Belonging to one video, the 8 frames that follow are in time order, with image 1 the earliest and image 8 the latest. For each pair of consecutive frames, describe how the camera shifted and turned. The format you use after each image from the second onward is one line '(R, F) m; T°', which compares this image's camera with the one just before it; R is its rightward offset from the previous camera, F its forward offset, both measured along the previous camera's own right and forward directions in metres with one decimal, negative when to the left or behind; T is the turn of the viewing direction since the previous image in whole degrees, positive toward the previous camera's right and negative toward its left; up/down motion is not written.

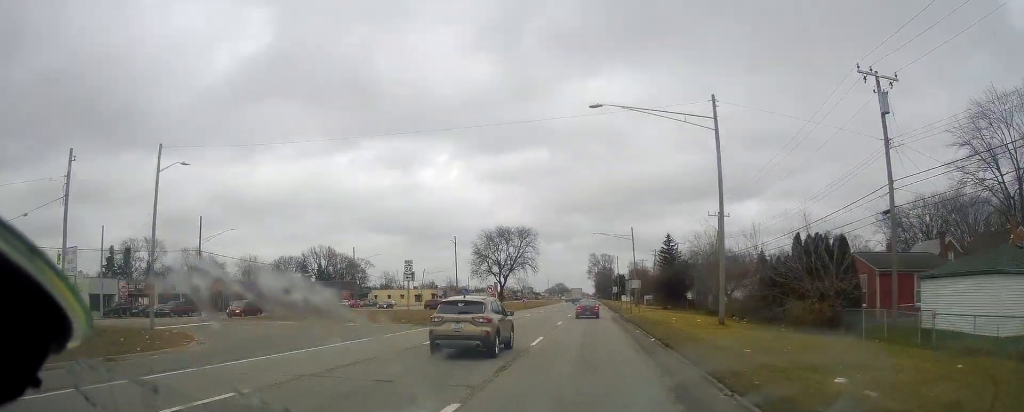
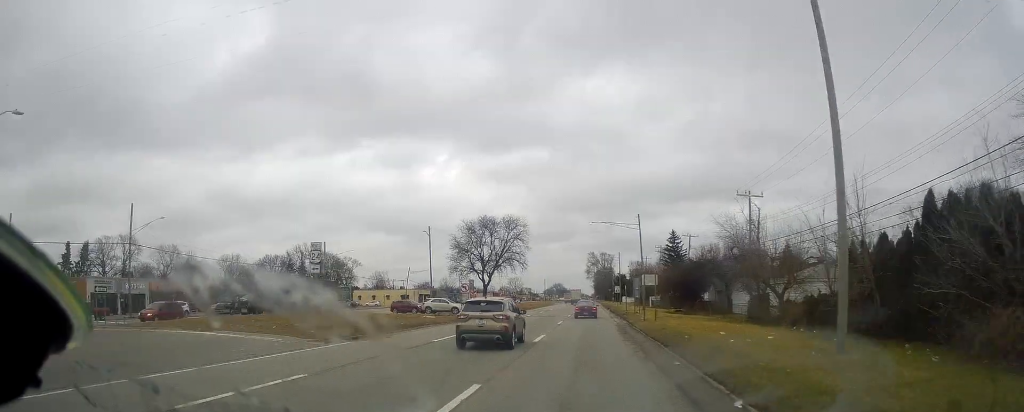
(+0.5, +13.4) m; 0°
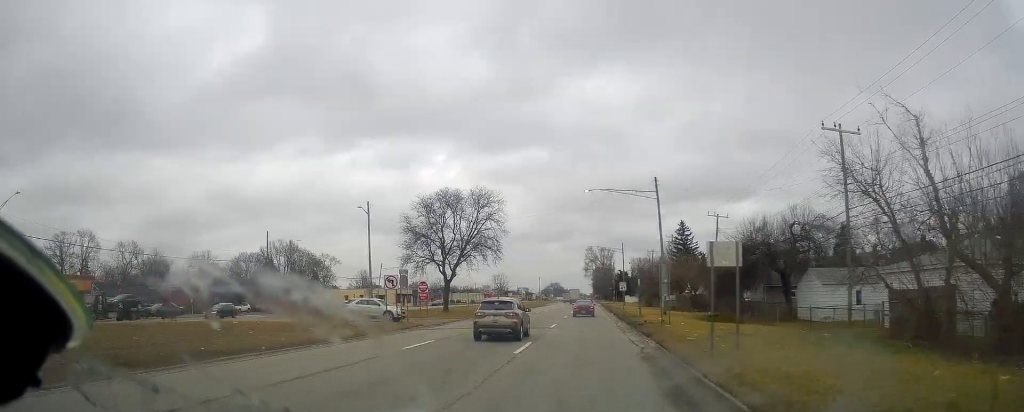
(-0.8, +20.1) m; 0°
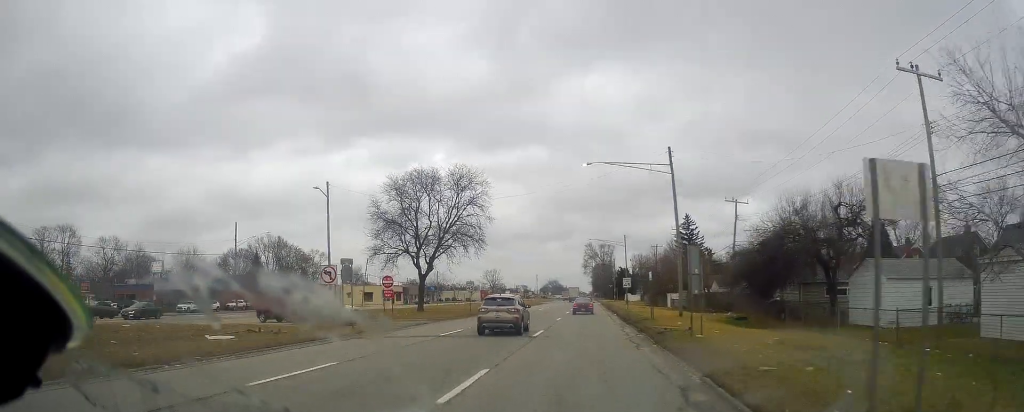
(+0.3, +8.7) m; +1°
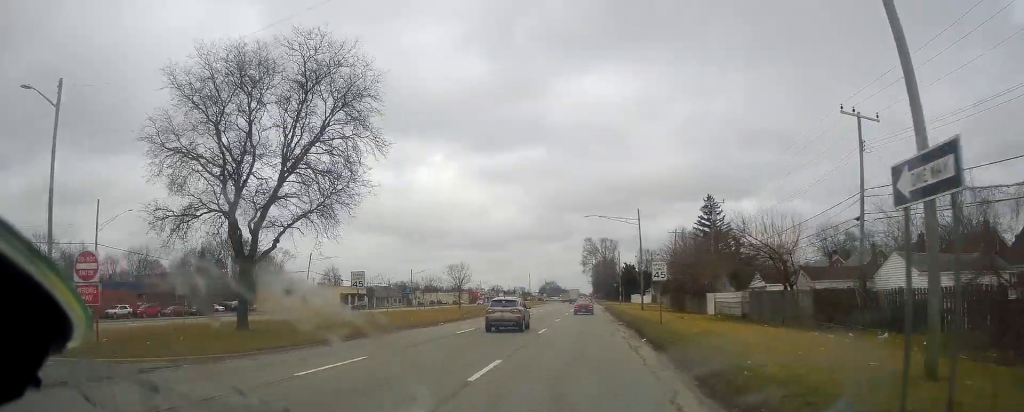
(+0.6, +27.7) m; 0°
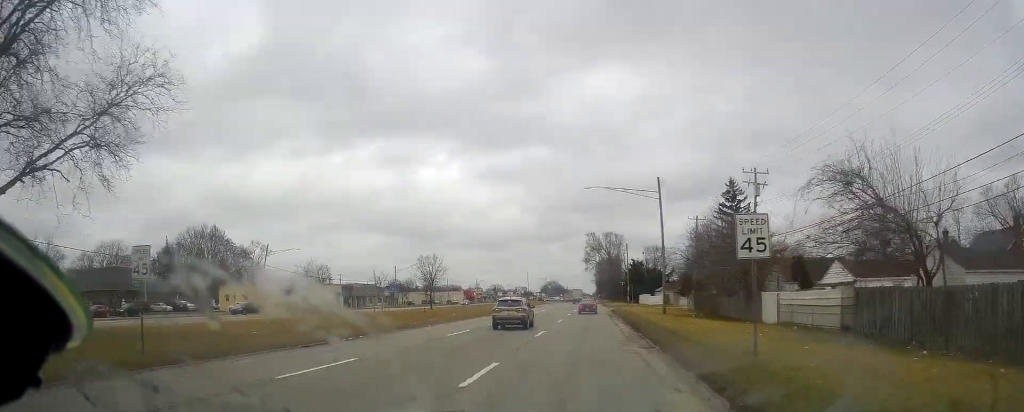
(-0.2, +16.5) m; 0°
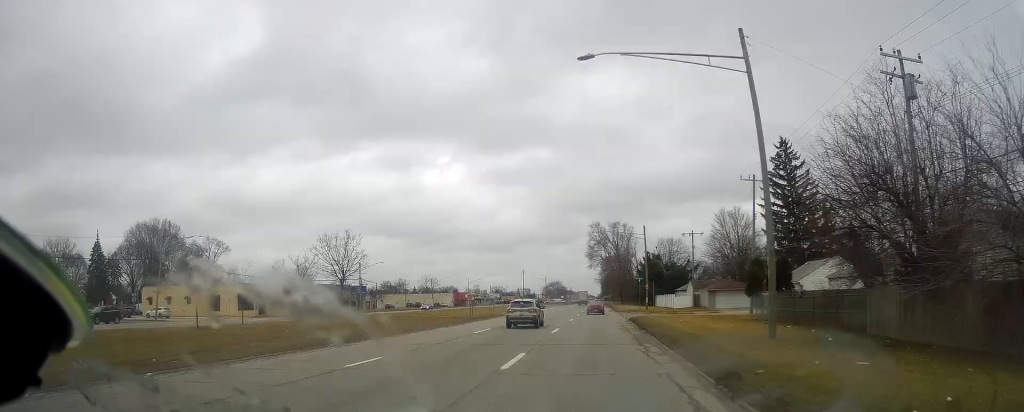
(+0.2, +26.2) m; -1°
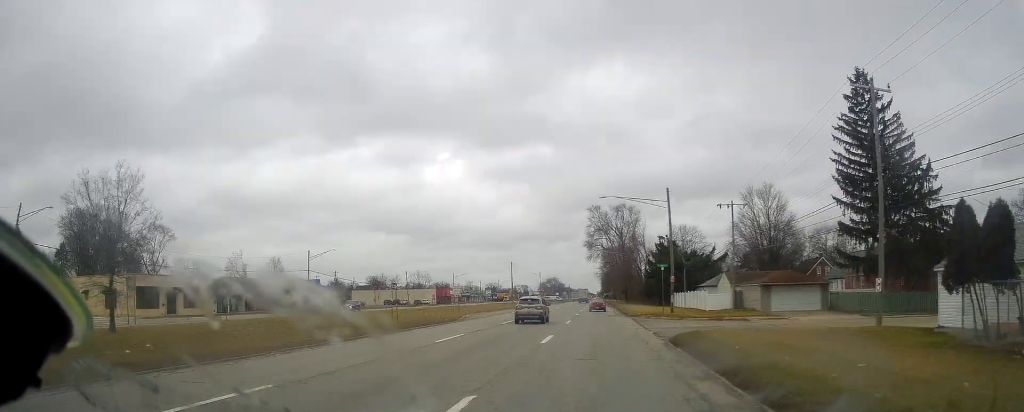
(-0.8, +23.4) m; -2°
